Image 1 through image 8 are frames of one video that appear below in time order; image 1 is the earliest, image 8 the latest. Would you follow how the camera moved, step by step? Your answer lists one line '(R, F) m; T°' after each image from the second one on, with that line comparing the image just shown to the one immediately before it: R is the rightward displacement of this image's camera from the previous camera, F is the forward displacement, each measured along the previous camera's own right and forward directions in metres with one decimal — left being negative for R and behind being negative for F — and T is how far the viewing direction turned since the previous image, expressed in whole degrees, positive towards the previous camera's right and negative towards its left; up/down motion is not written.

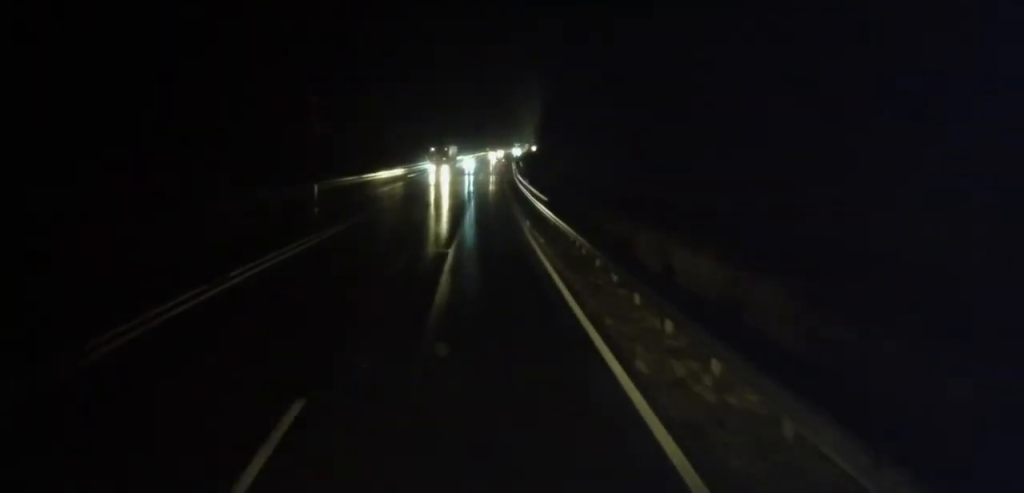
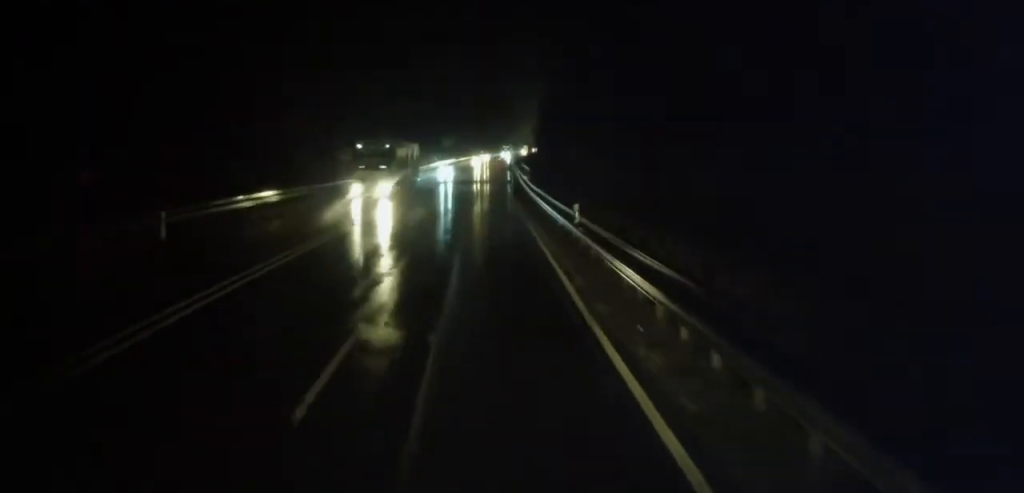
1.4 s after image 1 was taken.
(-0.1, +20.7) m; -1°
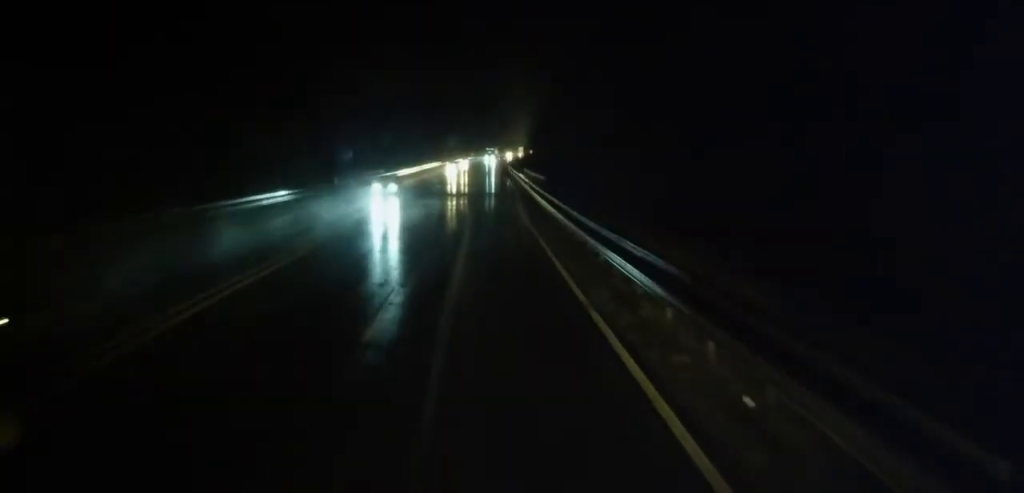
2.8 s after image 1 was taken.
(+0.1, +20.9) m; +2°
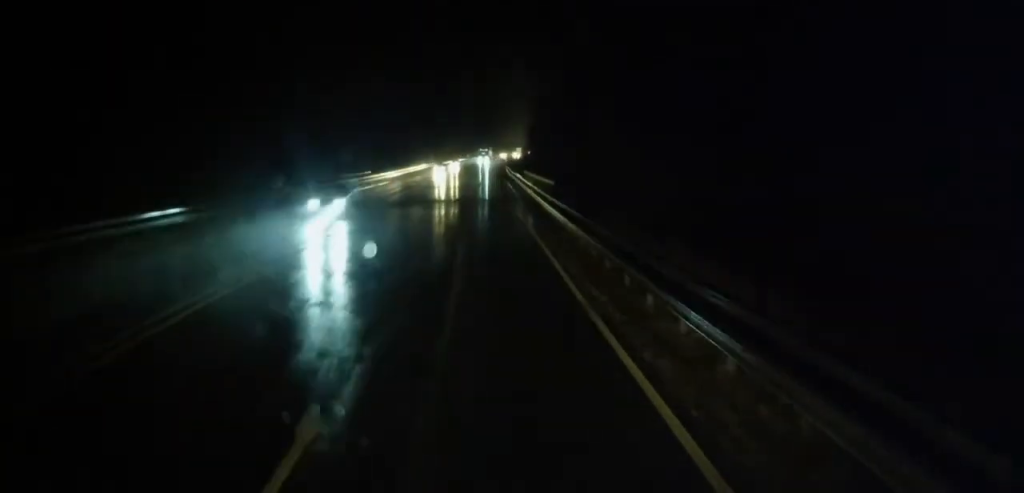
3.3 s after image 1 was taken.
(+0.2, +6.7) m; 0°
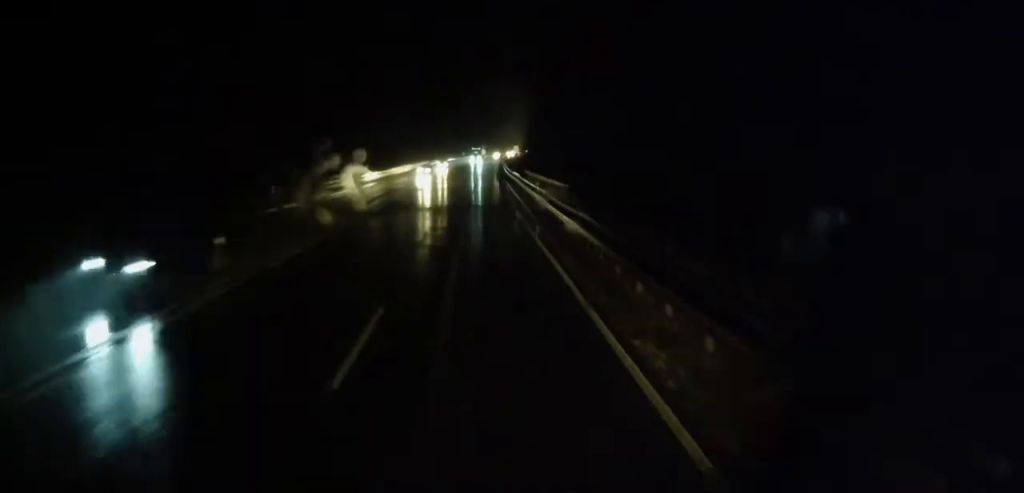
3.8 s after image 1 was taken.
(+0.2, +7.2) m; 0°
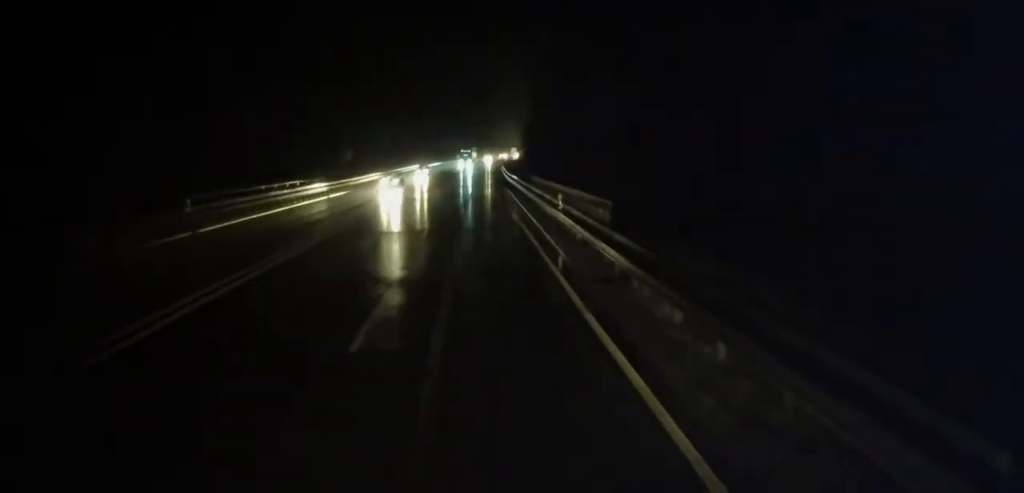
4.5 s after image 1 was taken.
(-0.3, +10.6) m; 0°
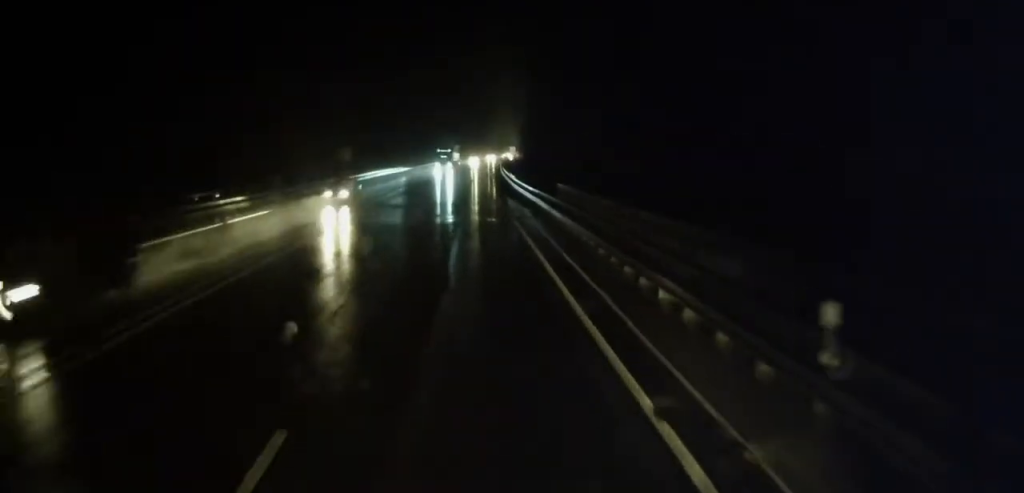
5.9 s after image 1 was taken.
(+0.3, +18.9) m; +2°
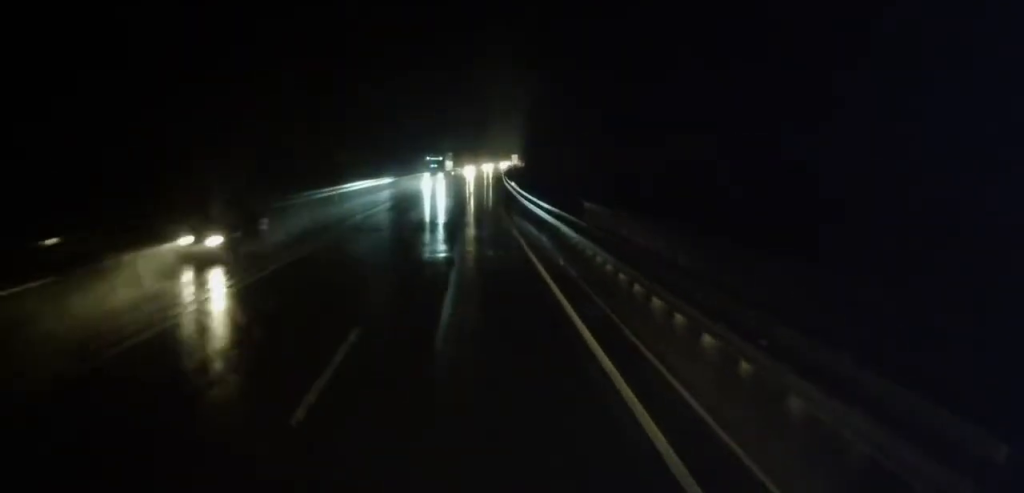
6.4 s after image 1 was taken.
(0.0, +7.5) m; 0°
